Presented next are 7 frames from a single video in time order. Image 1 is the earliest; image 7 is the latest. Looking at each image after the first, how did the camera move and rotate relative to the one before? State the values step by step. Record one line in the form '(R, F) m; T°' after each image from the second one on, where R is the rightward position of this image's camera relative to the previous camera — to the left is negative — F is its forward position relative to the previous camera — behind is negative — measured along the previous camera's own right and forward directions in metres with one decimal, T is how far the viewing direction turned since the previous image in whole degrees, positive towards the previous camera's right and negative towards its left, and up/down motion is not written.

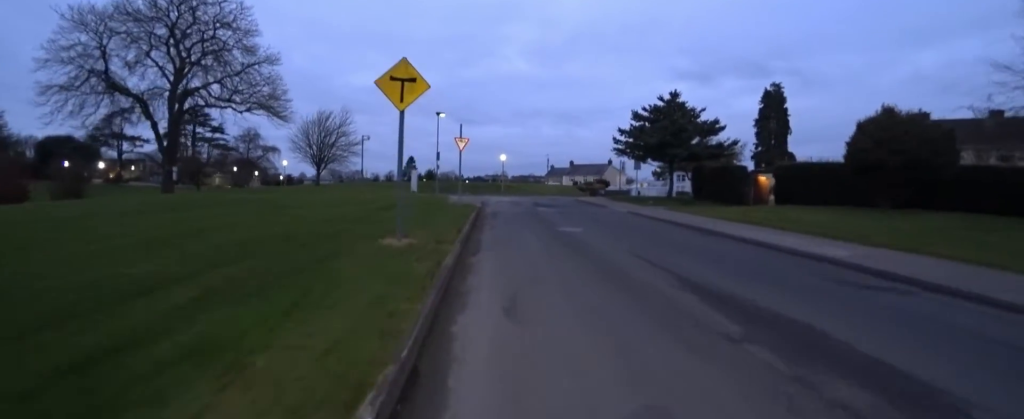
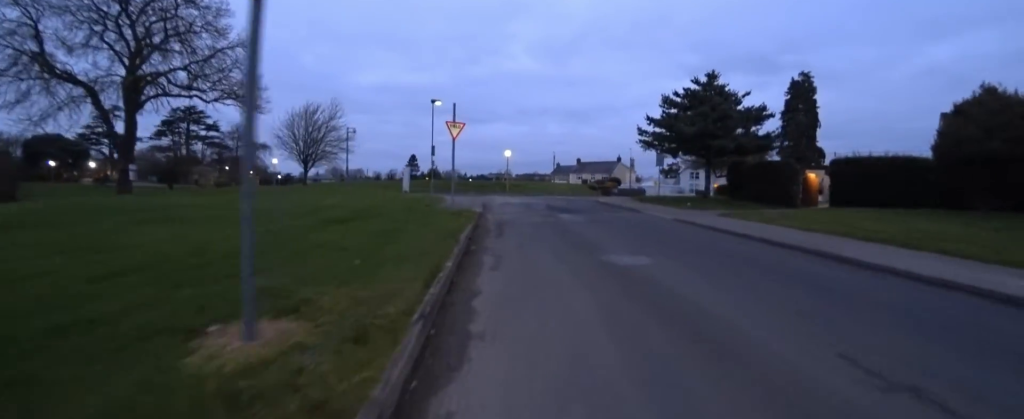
(-0.1, +4.4) m; -1°
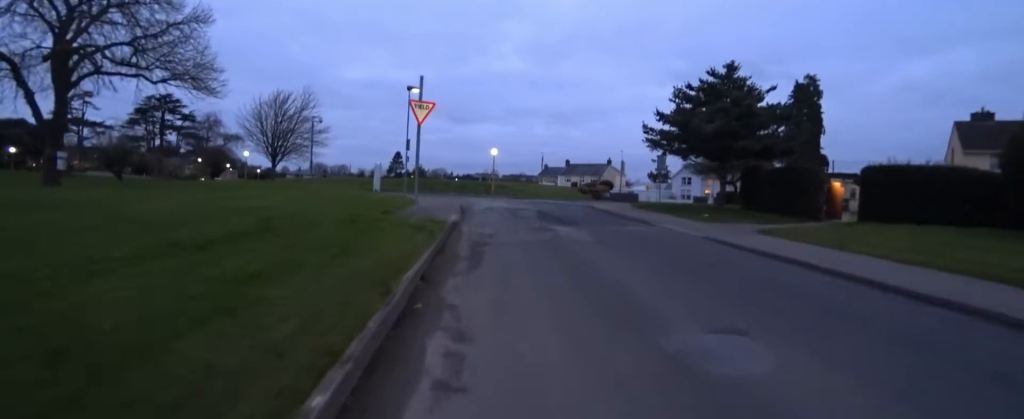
(0.0, +3.4) m; -2°
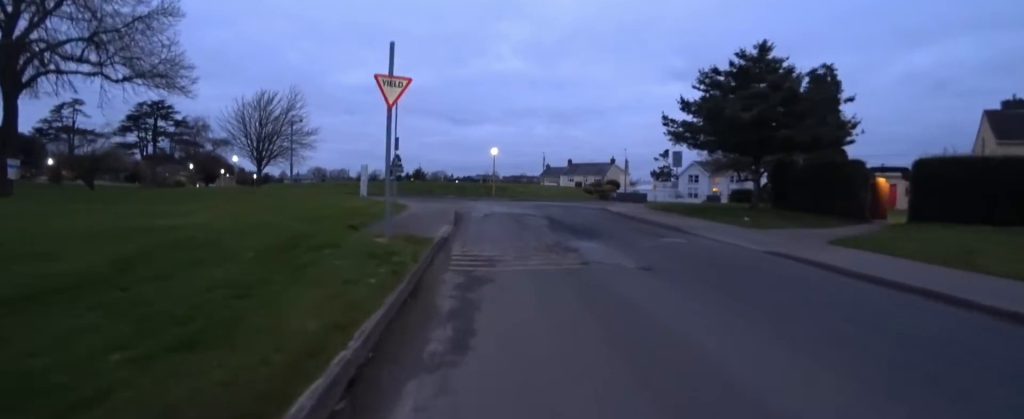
(0.0, +2.6) m; -1°
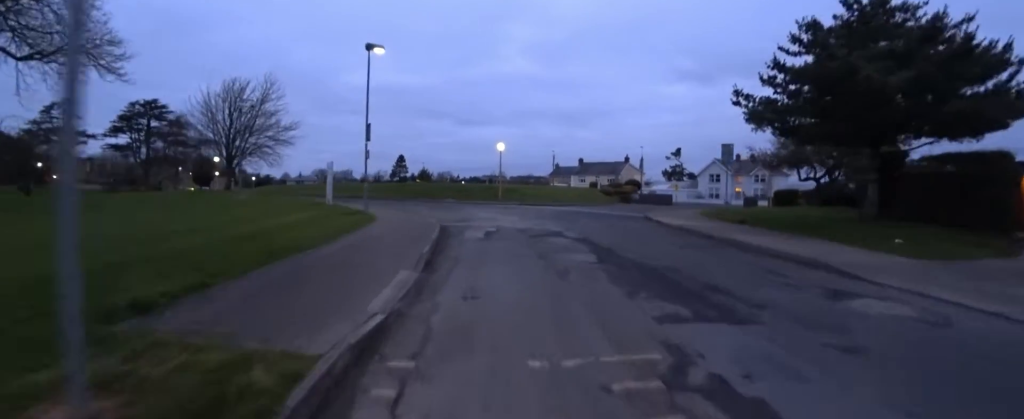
(-0.2, +5.5) m; +1°
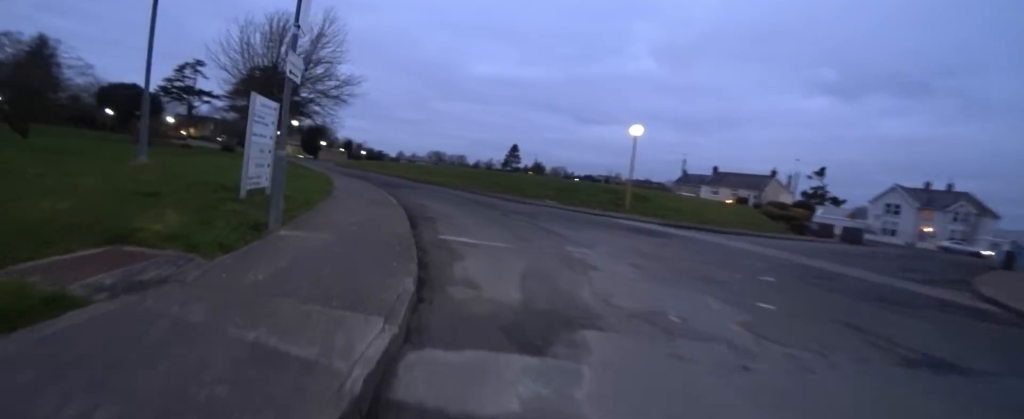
(-0.7, +11.3) m; -14°
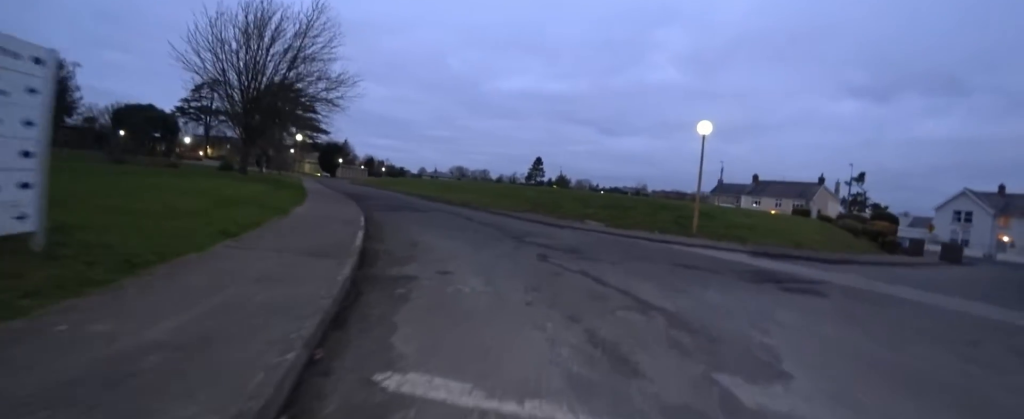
(+0.3, +5.3) m; -4°
